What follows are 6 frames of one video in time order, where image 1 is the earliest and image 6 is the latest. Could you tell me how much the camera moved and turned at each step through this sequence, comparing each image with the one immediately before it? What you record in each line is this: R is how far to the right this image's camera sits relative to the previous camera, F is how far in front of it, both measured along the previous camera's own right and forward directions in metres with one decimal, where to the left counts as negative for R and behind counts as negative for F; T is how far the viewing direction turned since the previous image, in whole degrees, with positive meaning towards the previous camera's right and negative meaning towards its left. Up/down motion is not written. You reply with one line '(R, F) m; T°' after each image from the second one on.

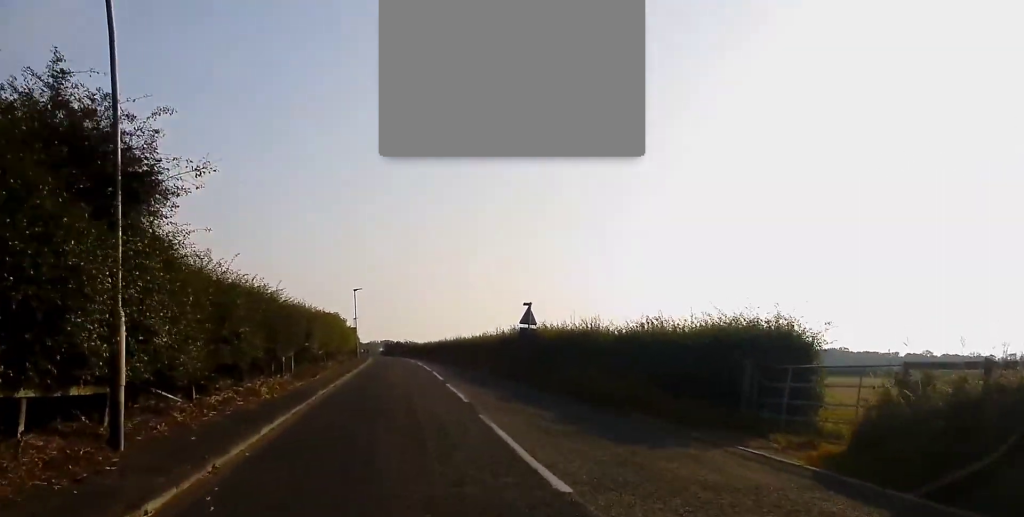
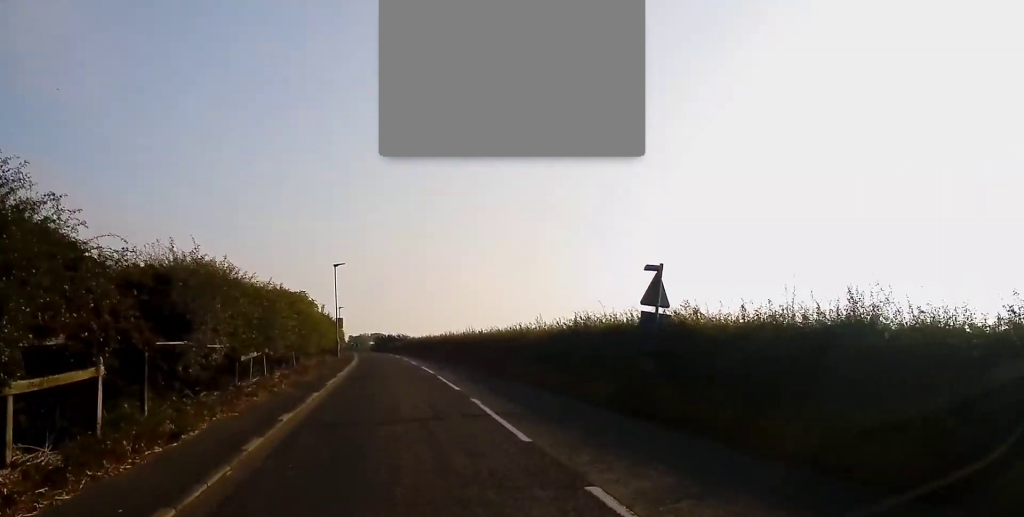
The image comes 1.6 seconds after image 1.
(+0.1, +15.2) m; -2°
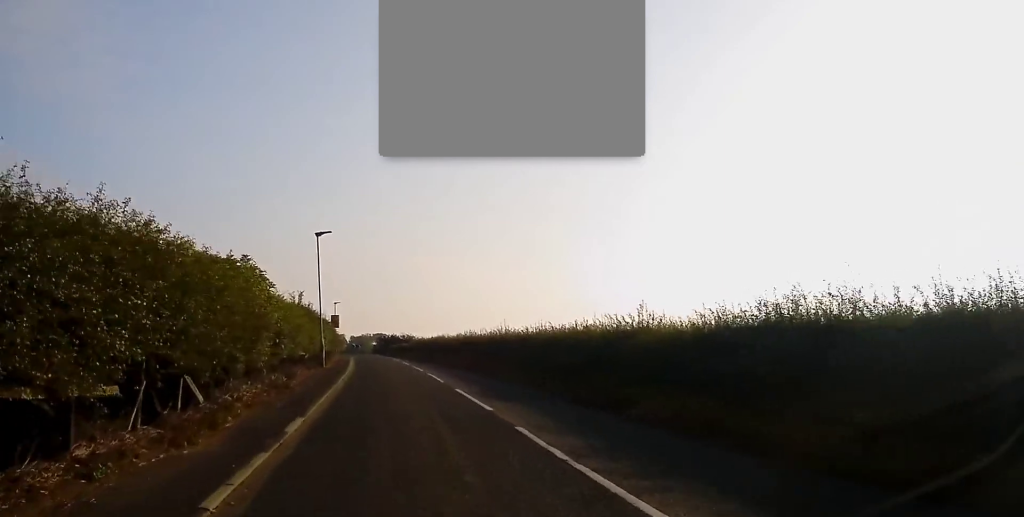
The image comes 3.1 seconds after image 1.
(-0.5, +13.9) m; 0°
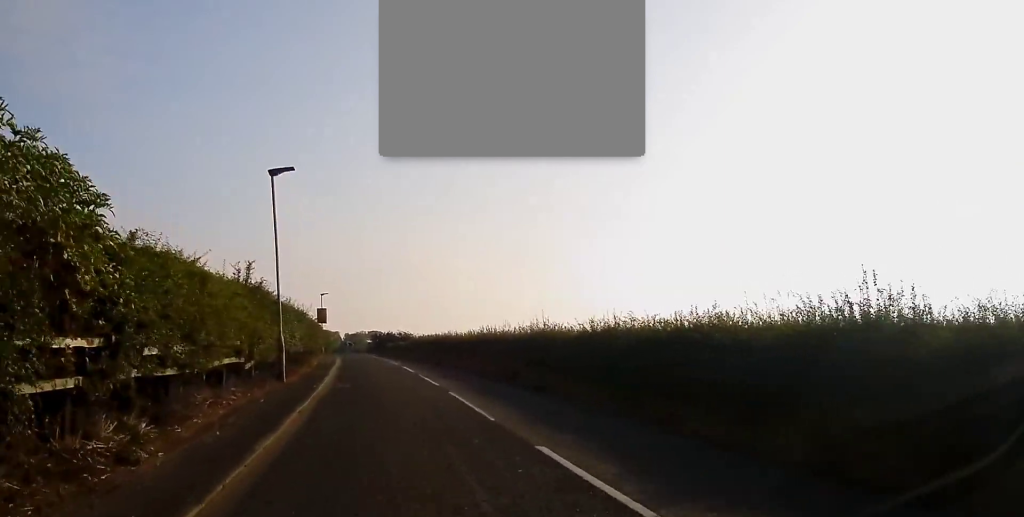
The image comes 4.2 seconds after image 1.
(+0.4, +10.8) m; 0°
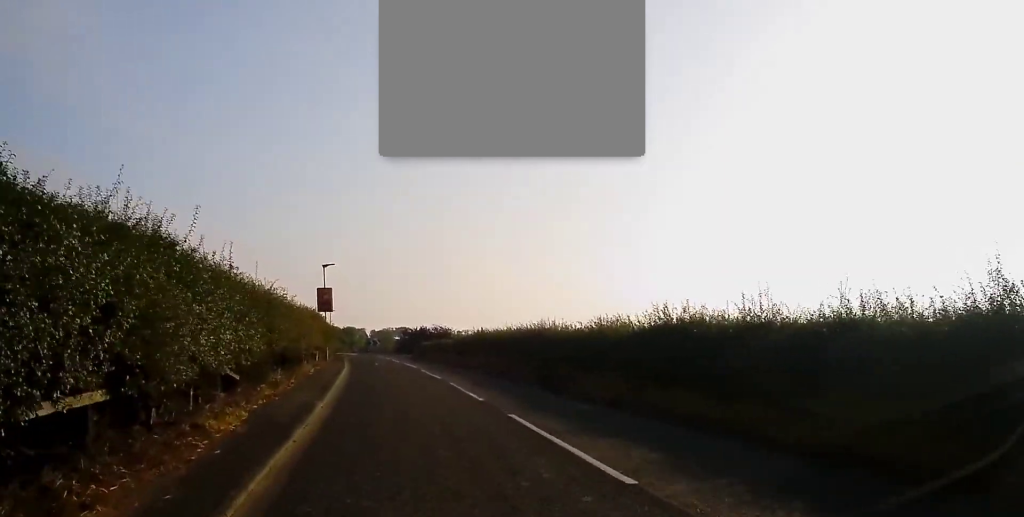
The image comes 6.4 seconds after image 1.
(-0.2, +23.7) m; +2°
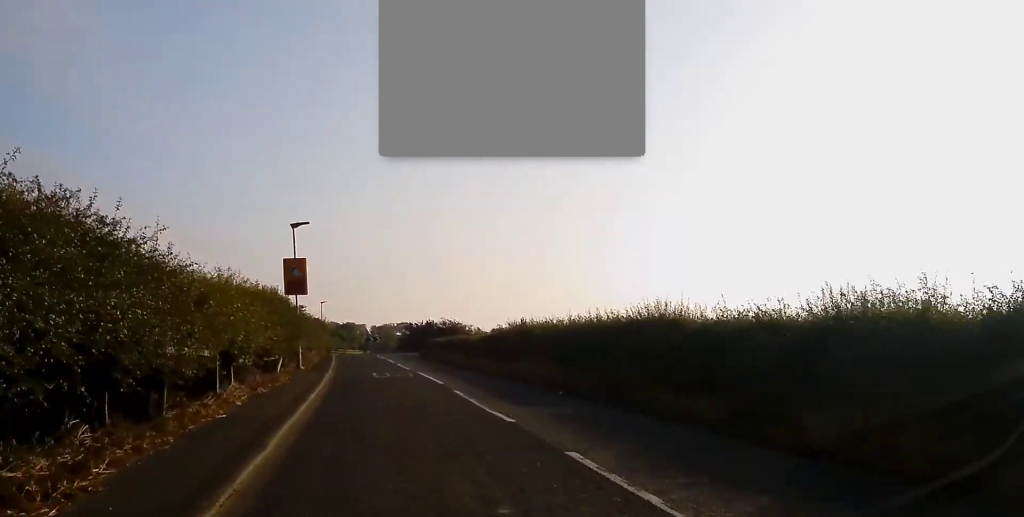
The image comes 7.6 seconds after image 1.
(0.0, +13.5) m; -3°
